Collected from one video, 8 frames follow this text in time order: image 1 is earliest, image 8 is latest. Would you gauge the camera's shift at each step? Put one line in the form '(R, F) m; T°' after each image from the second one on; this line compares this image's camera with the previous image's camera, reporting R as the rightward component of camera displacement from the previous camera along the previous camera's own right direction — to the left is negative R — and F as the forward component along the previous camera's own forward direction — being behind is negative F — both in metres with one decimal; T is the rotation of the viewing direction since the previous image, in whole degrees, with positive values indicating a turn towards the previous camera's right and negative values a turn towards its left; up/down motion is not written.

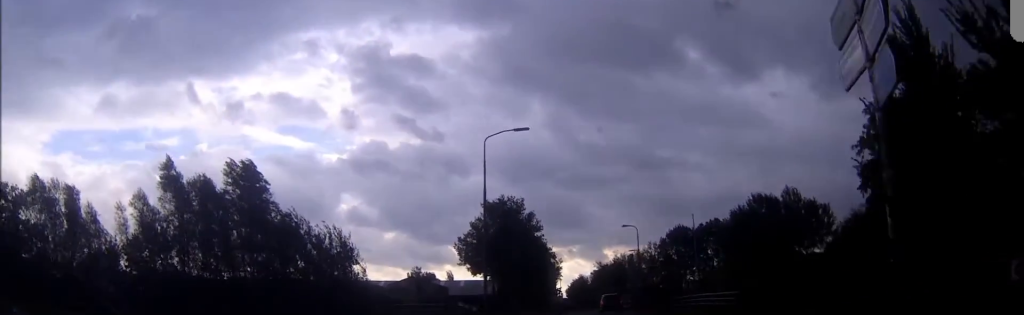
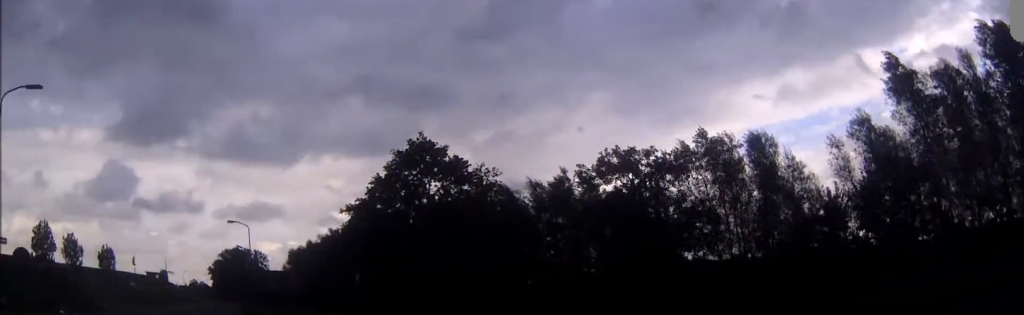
(-6.1, +18.4) m; -53°
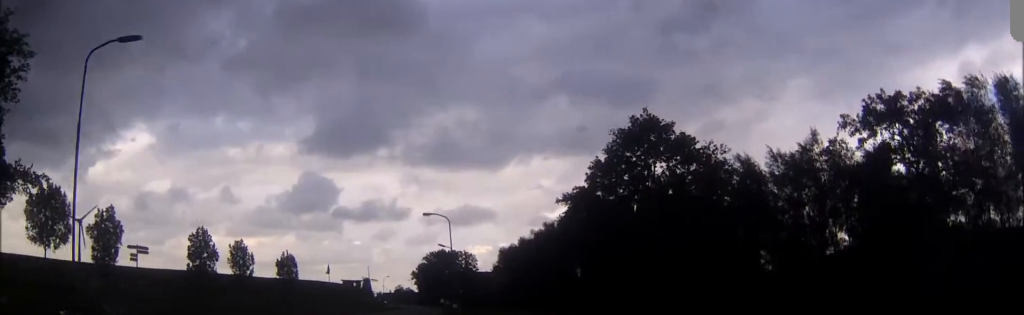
(-1.4, +6.4) m; -19°
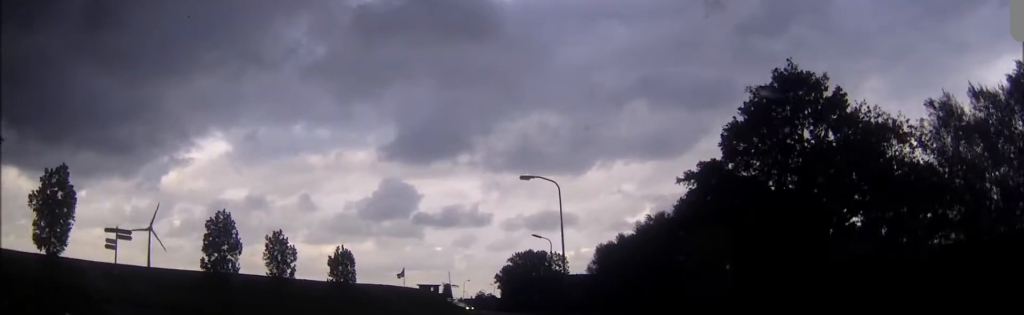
(-1.9, +11.7) m; -10°
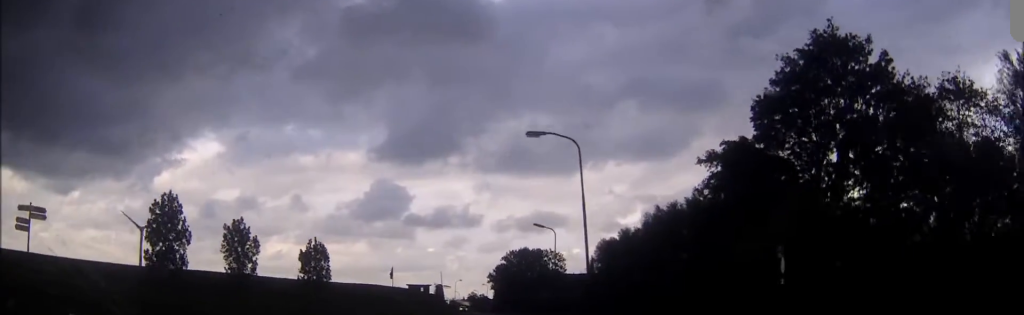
(-0.2, +5.8) m; +1°
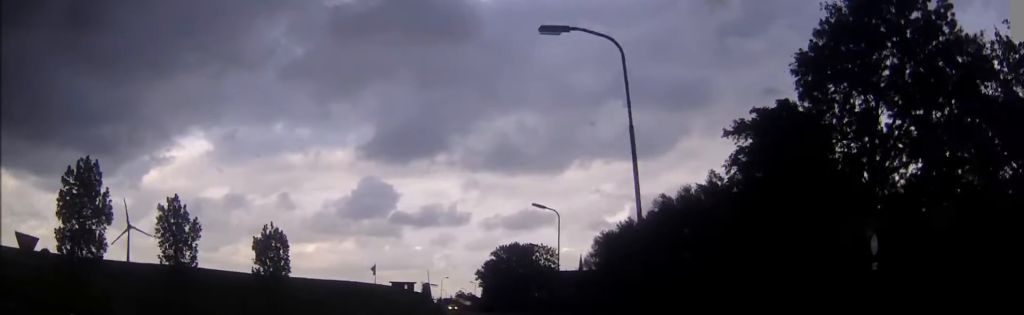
(+0.2, +6.5) m; +1°
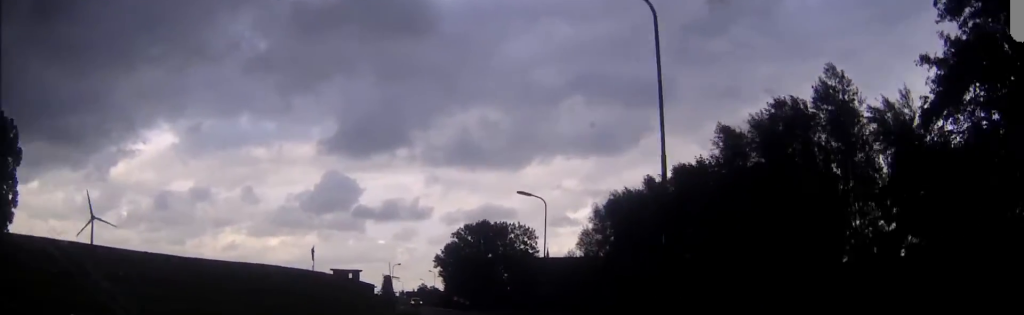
(+0.4, +21.1) m; +1°
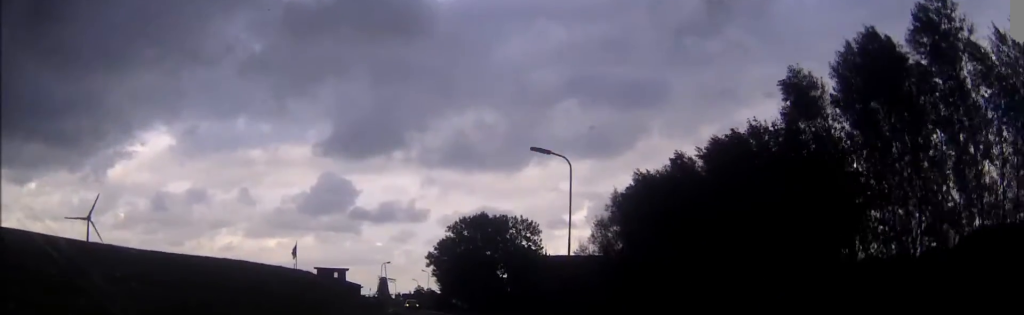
(+0.1, +8.7) m; +1°
